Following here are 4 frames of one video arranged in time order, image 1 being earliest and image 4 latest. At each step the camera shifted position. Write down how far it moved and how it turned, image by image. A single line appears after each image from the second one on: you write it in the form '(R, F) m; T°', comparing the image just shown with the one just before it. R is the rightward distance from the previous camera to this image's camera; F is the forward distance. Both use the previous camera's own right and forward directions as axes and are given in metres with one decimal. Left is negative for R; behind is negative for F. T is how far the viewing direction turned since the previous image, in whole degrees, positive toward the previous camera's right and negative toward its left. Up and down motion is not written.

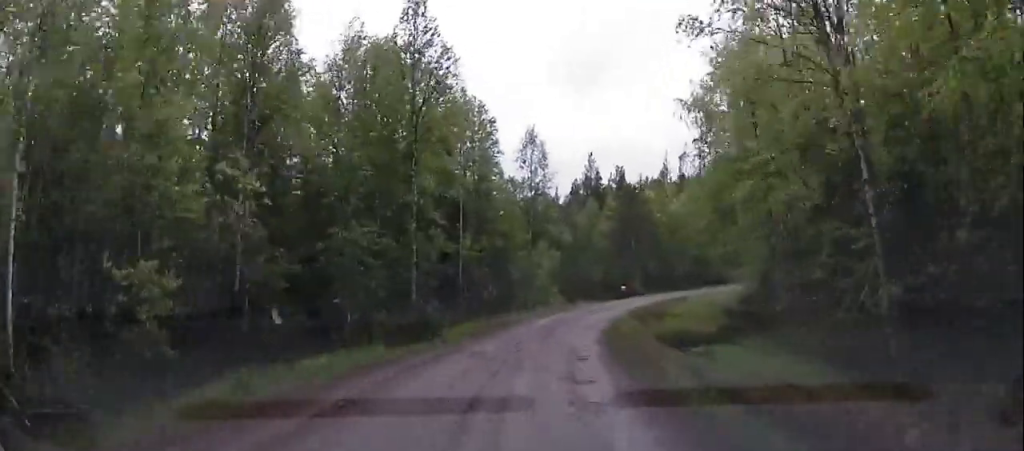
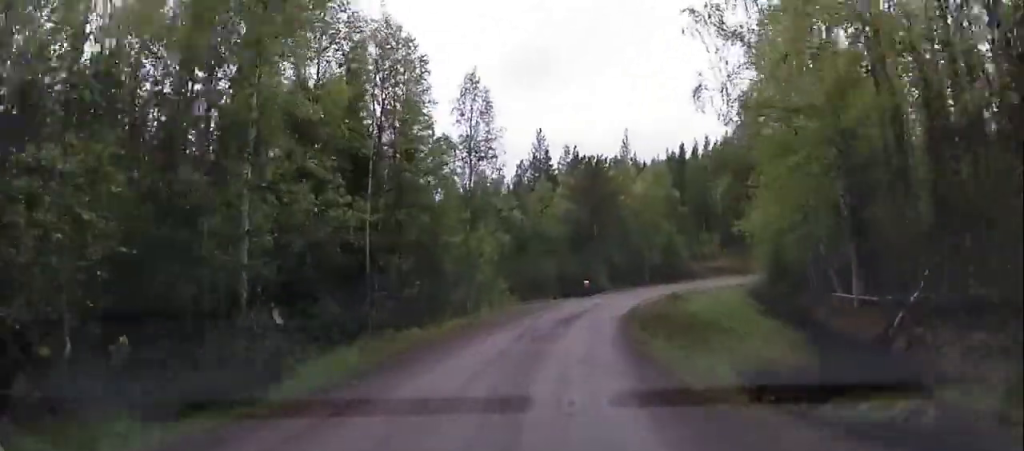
(+1.0, +11.3) m; +7°
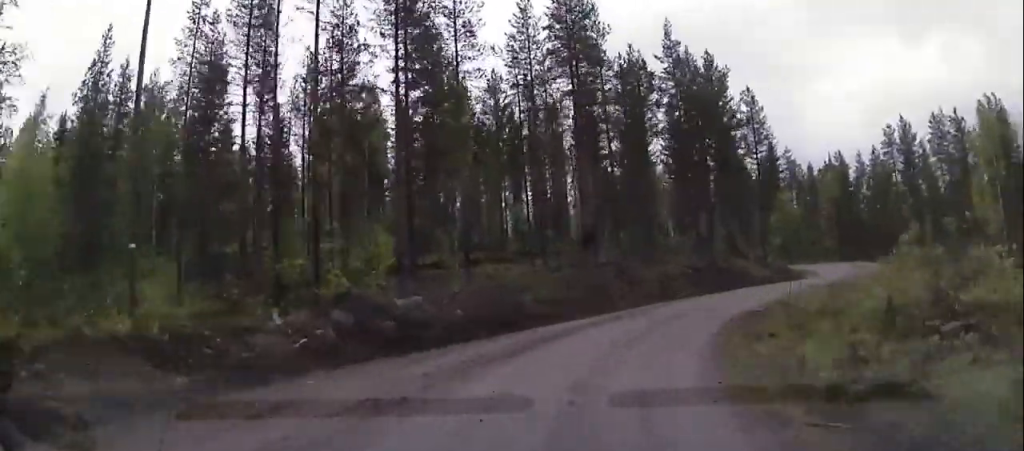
(+20.0, +52.1) m; +50°
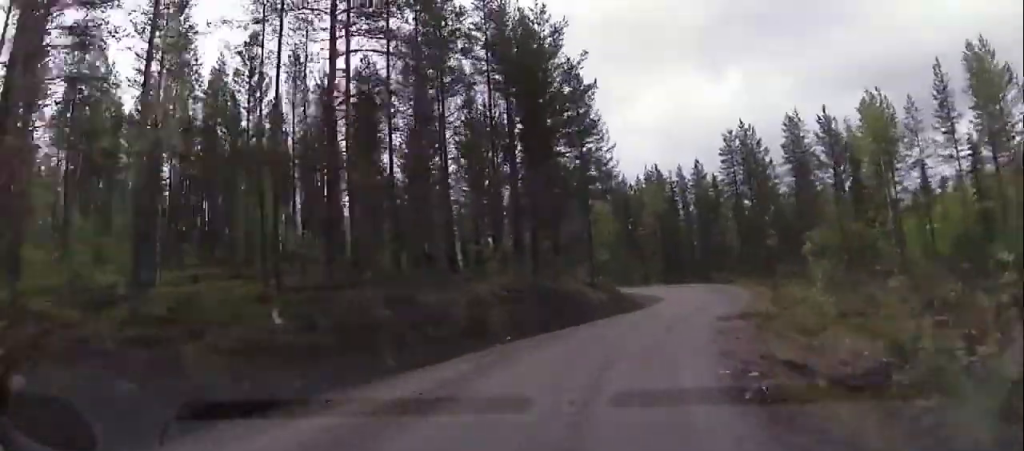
(+1.2, +12.5) m; +15°
